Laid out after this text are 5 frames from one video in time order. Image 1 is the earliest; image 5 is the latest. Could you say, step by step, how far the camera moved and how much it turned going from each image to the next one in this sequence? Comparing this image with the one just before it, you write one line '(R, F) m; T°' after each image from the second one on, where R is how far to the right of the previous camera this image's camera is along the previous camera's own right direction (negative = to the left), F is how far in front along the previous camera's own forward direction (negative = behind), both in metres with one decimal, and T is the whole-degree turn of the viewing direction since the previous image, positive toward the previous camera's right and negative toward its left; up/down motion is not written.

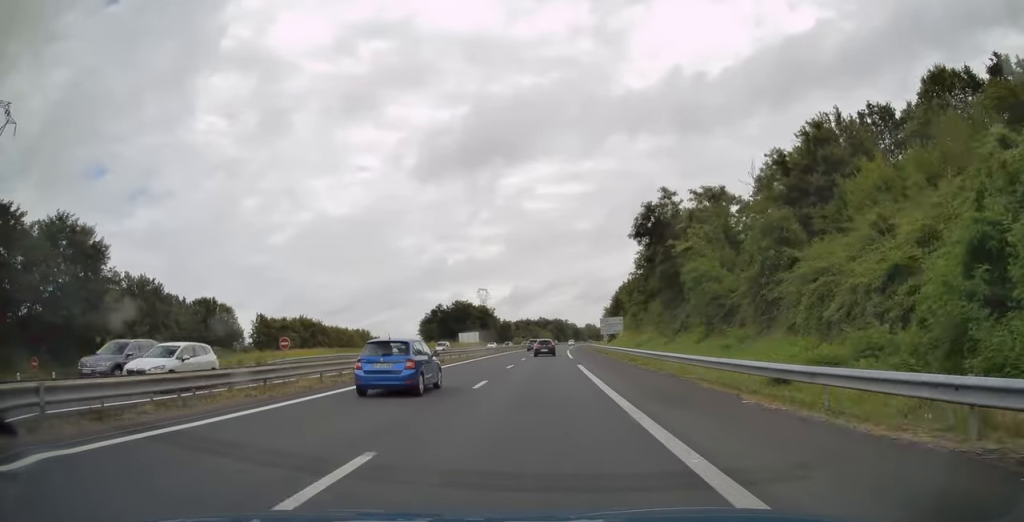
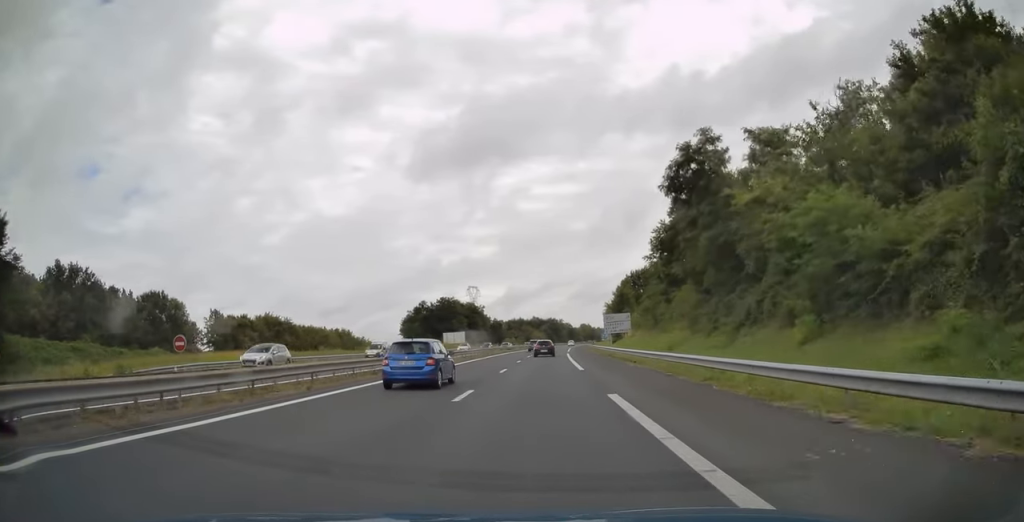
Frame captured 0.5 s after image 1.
(+0.1, +16.7) m; +1°
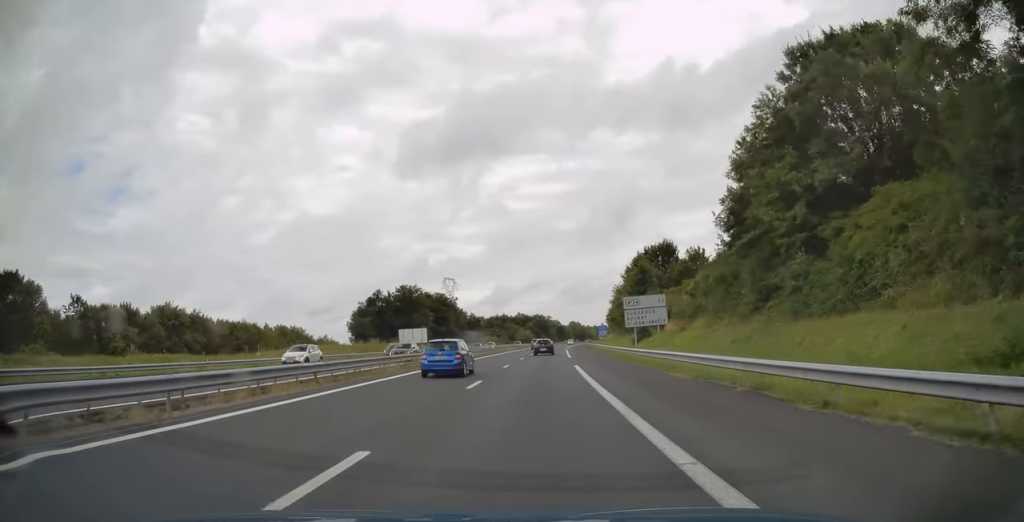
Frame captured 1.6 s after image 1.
(+0.5, +35.6) m; +1°
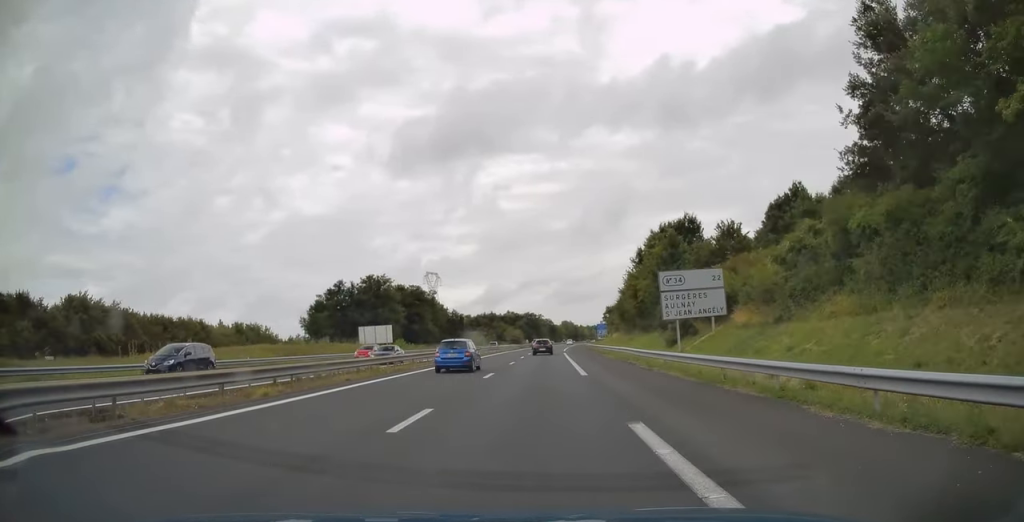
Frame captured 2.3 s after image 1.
(+0.1, +21.5) m; +1°
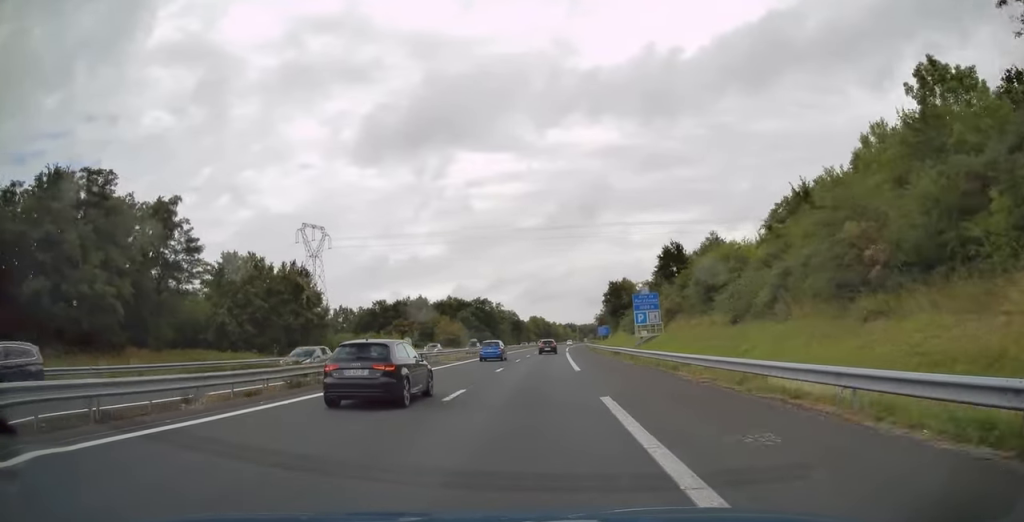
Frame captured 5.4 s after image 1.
(+2.6, +99.7) m; +3°
